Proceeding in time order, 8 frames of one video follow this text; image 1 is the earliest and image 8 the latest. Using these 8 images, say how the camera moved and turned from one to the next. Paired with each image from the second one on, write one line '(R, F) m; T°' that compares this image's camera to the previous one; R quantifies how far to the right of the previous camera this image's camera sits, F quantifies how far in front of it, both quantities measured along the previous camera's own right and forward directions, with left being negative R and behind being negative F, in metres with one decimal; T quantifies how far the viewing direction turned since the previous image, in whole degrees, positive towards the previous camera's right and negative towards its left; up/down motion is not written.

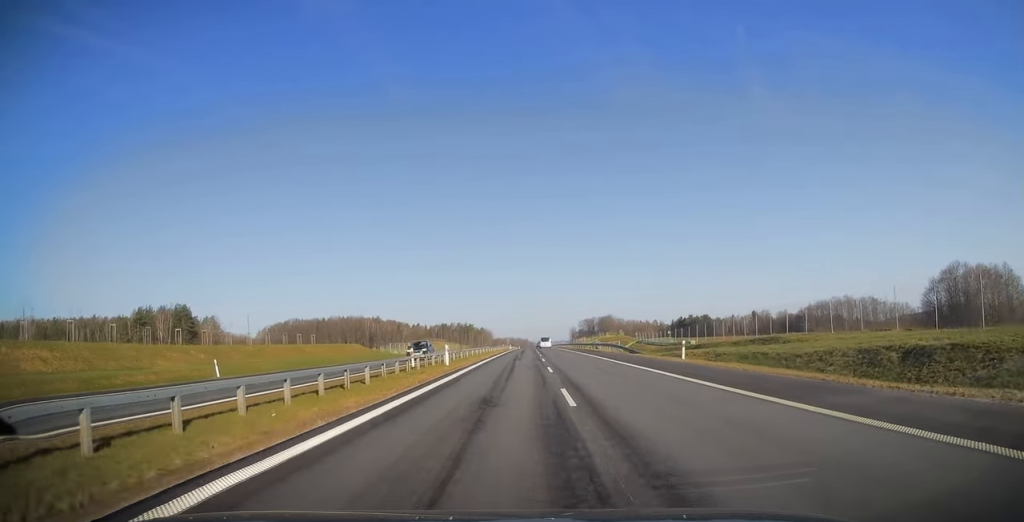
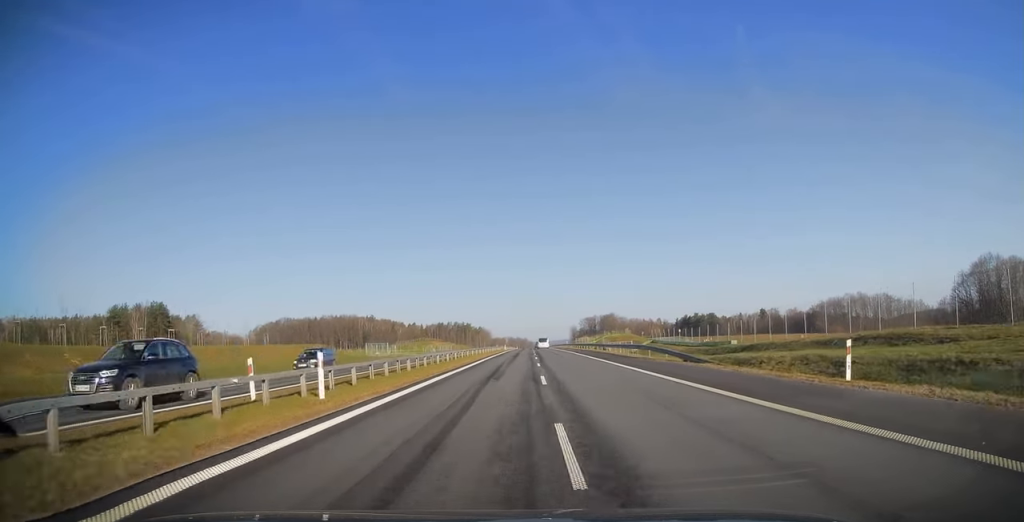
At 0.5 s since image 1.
(+0.1, +18.3) m; 0°
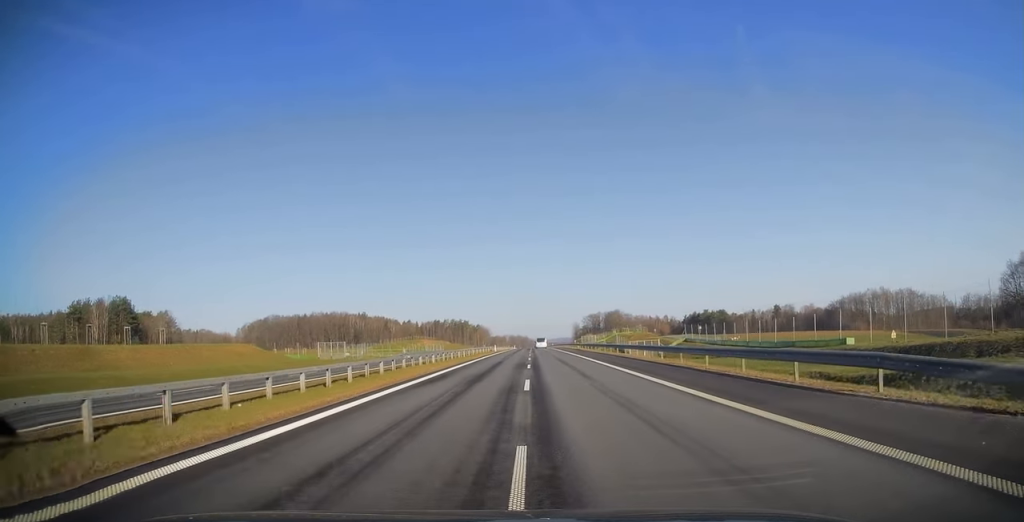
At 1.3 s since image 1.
(-0.2, +25.7) m; 0°
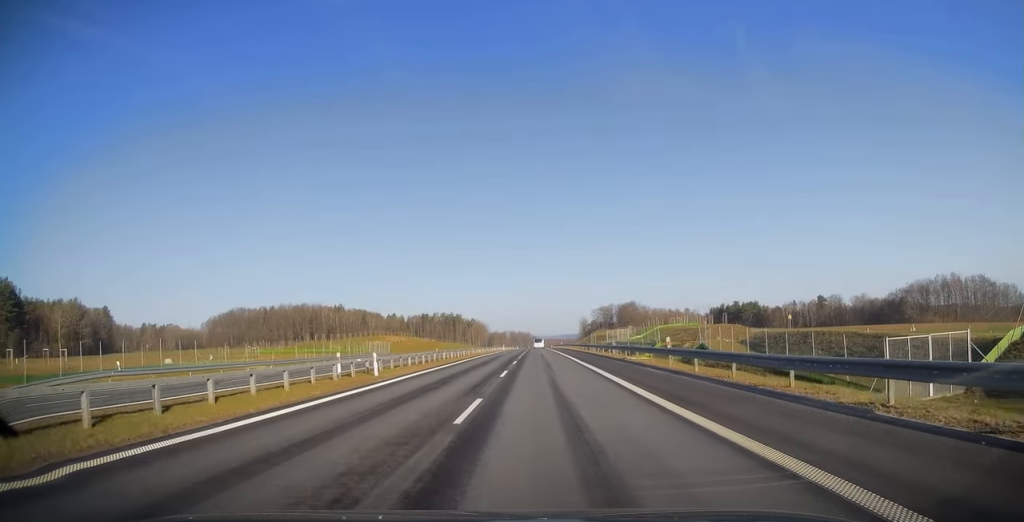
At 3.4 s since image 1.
(+0.1, +66.1) m; 0°
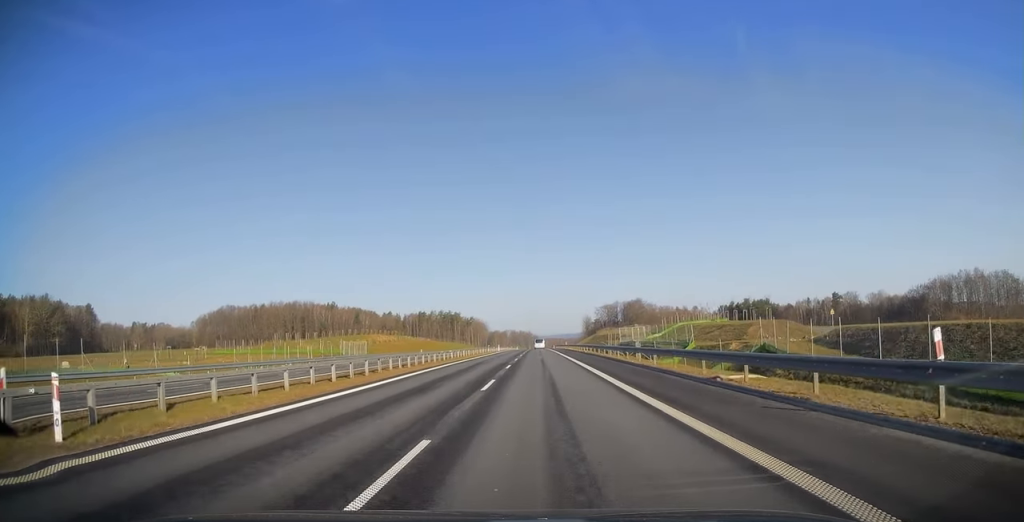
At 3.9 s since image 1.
(0.0, +17.7) m; 0°
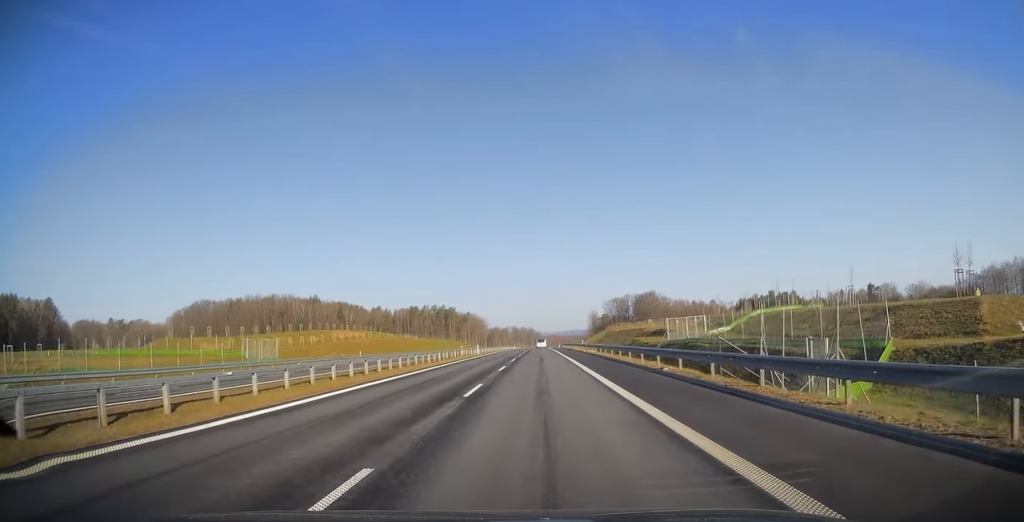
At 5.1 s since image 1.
(-0.2, +37.8) m; -1°
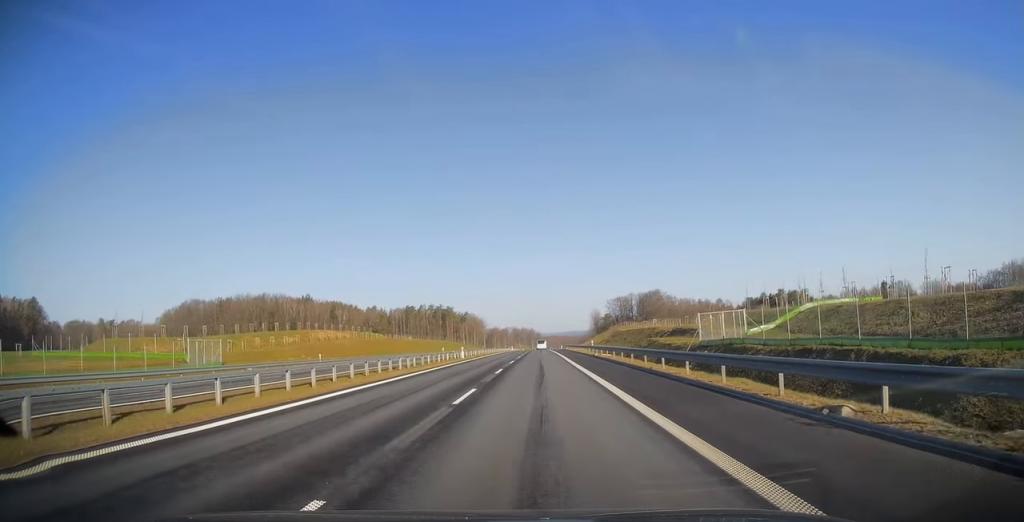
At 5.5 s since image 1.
(0.0, +13.3) m; 0°
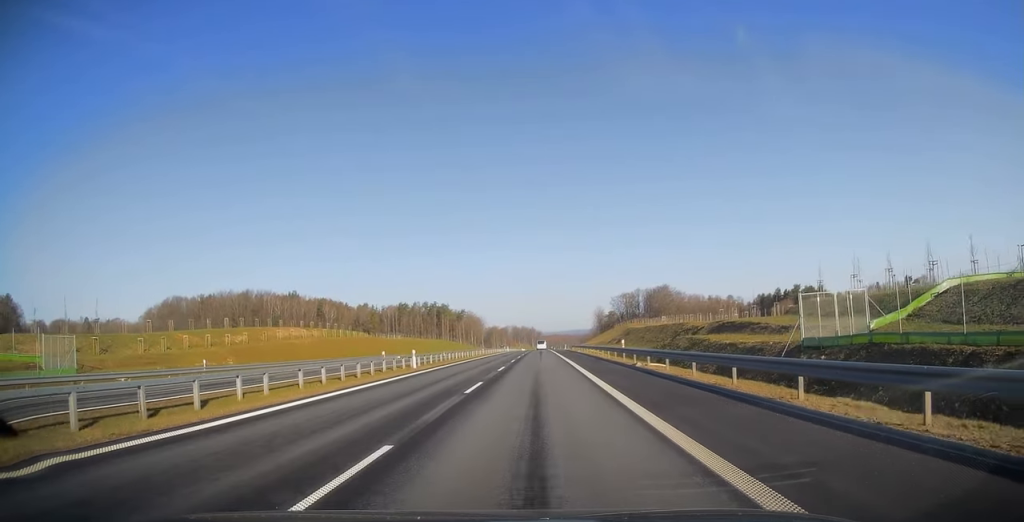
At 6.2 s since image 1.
(0.0, +21.2) m; 0°
